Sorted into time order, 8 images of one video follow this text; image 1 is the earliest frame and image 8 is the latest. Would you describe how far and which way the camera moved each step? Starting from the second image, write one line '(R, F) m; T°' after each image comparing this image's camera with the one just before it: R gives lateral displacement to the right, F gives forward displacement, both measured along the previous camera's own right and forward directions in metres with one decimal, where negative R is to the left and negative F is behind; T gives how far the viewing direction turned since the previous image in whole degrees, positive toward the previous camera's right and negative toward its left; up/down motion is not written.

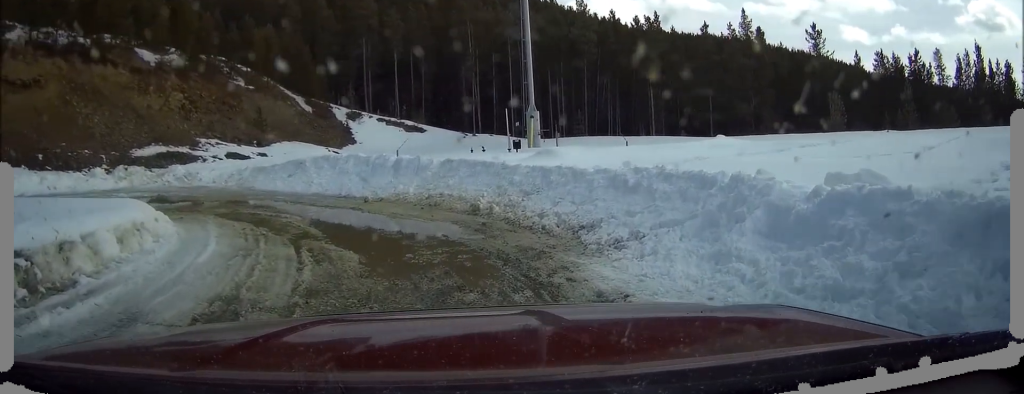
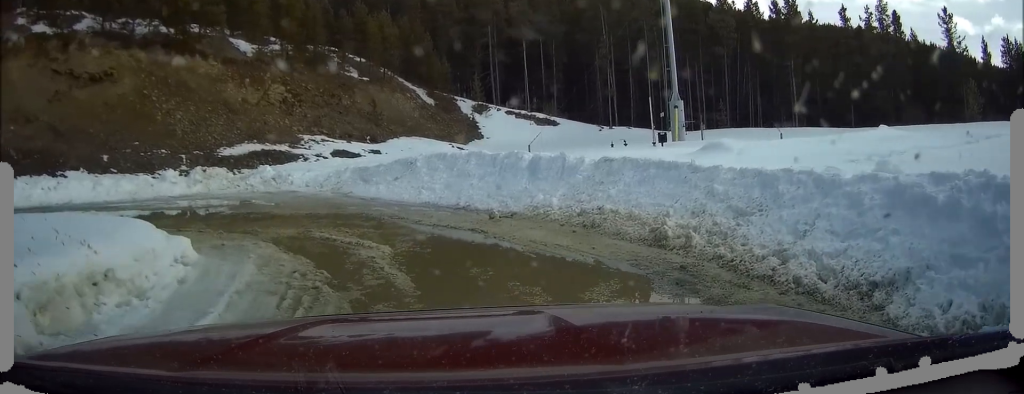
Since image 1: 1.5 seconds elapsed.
(-0.5, +4.3) m; -13°
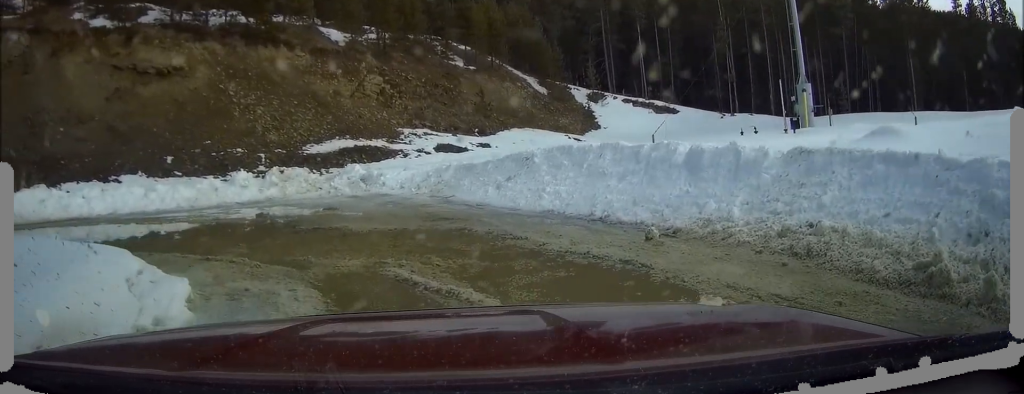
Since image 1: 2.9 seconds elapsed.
(-0.3, +3.7) m; -7°
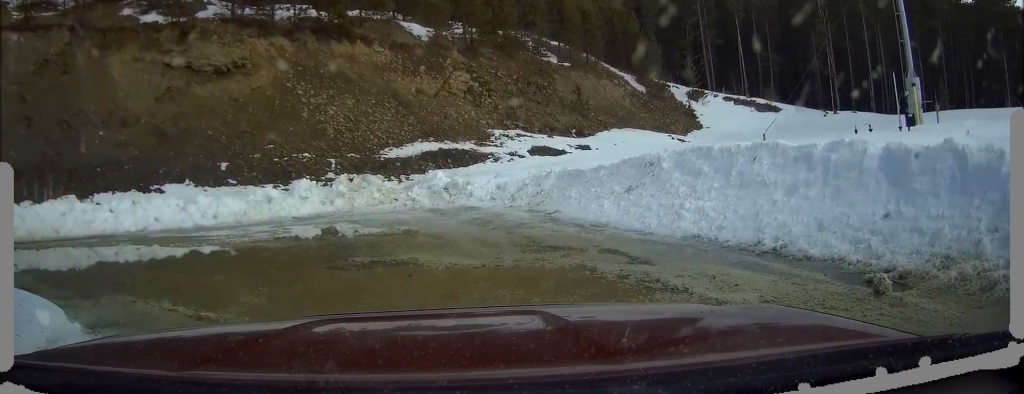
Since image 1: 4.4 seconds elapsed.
(0.0, +3.3) m; 0°
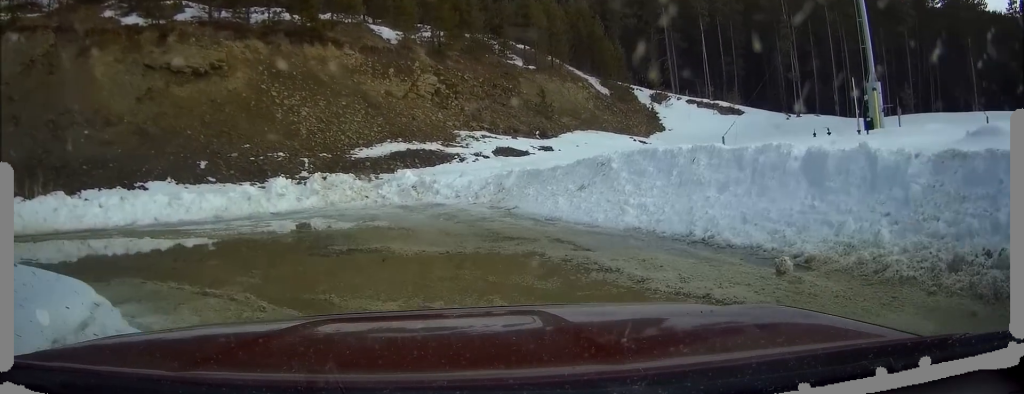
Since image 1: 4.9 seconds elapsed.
(0.0, +0.7) m; 0°
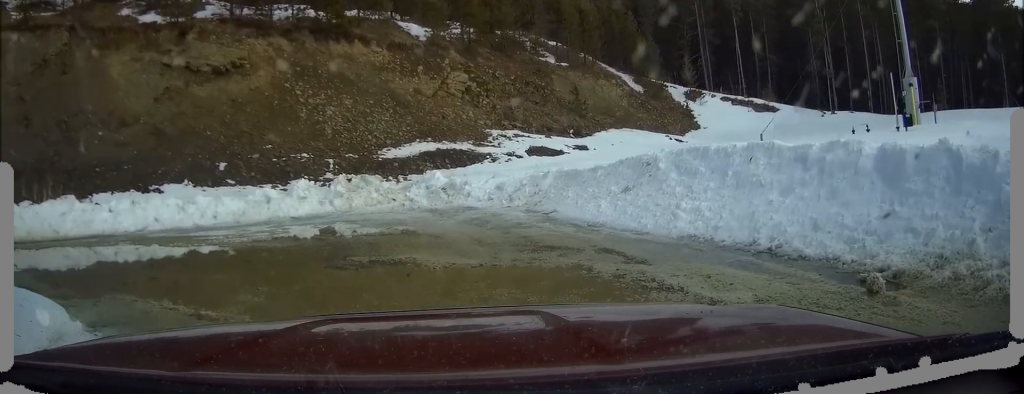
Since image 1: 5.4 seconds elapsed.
(0.0, +0.8) m; -1°
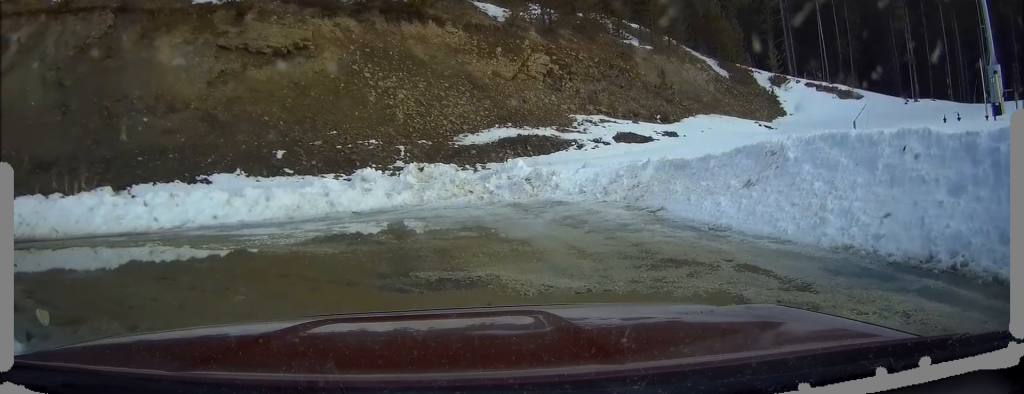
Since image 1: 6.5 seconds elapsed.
(-0.1, +1.6) m; -9°
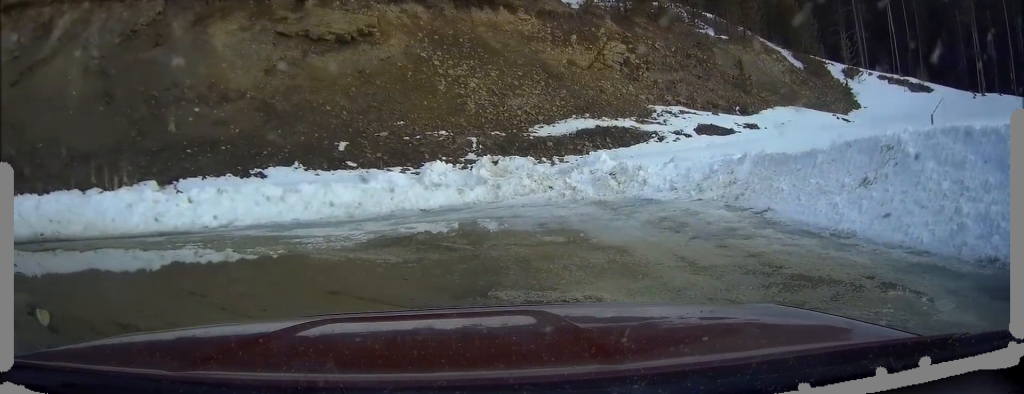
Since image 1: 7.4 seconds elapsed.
(-0.1, +1.2) m; -15°
